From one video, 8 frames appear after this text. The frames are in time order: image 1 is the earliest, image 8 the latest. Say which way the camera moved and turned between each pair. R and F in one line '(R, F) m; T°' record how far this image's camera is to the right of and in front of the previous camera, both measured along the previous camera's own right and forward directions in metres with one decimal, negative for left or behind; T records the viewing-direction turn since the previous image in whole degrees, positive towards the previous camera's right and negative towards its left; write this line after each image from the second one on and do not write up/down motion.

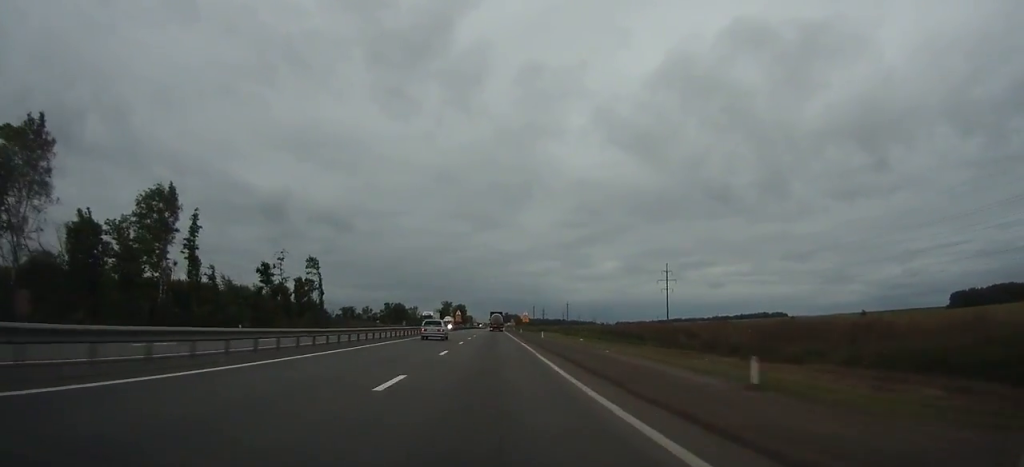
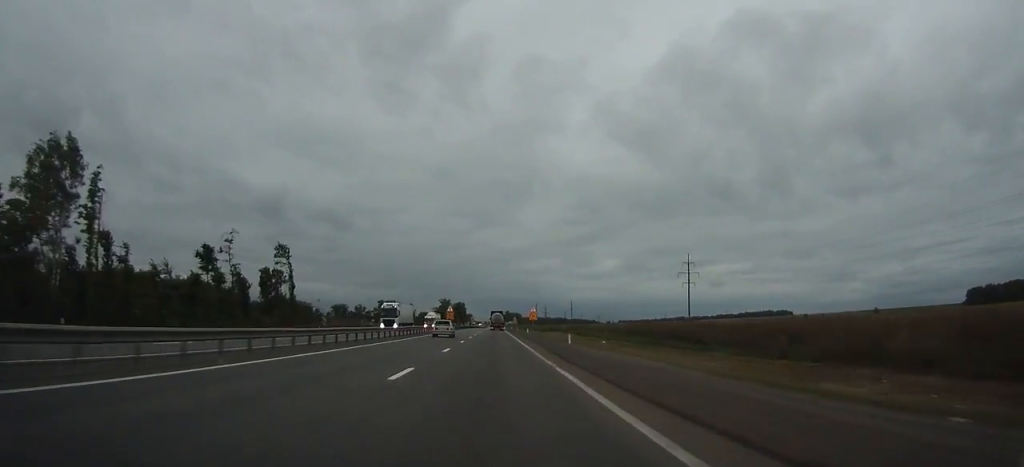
(0.0, +22.0) m; 0°
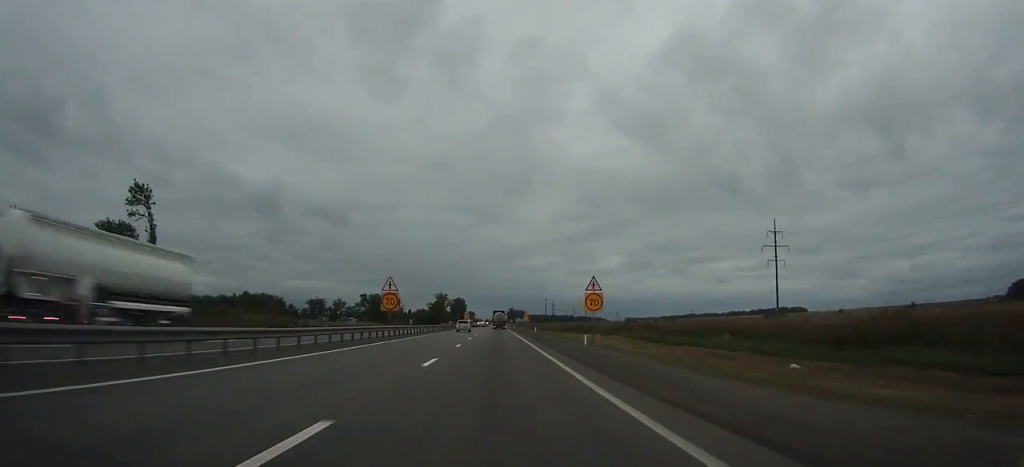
(0.0, +57.0) m; 0°
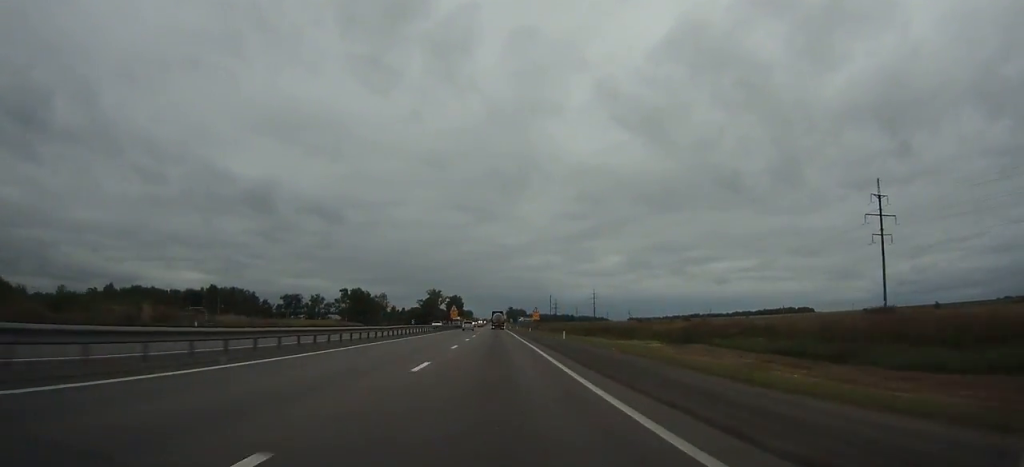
(0.0, +38.4) m; 0°
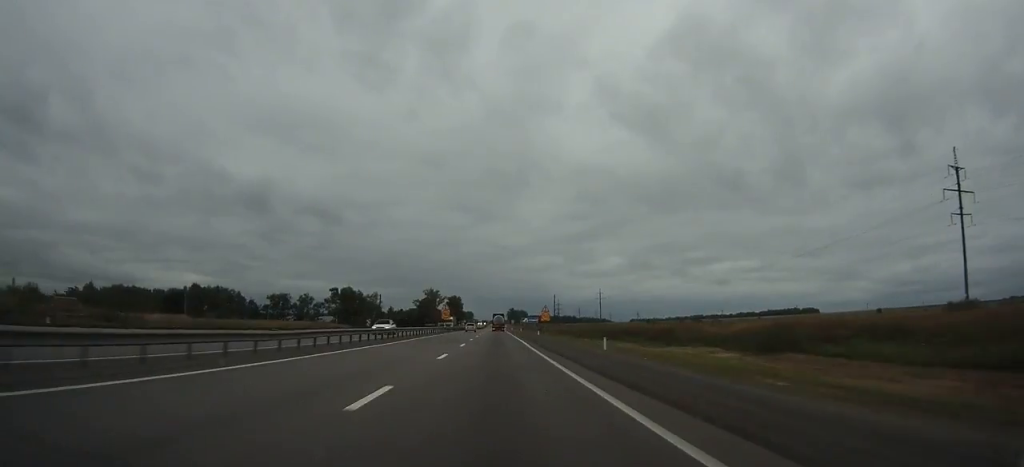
(+0.1, +18.2) m; 0°
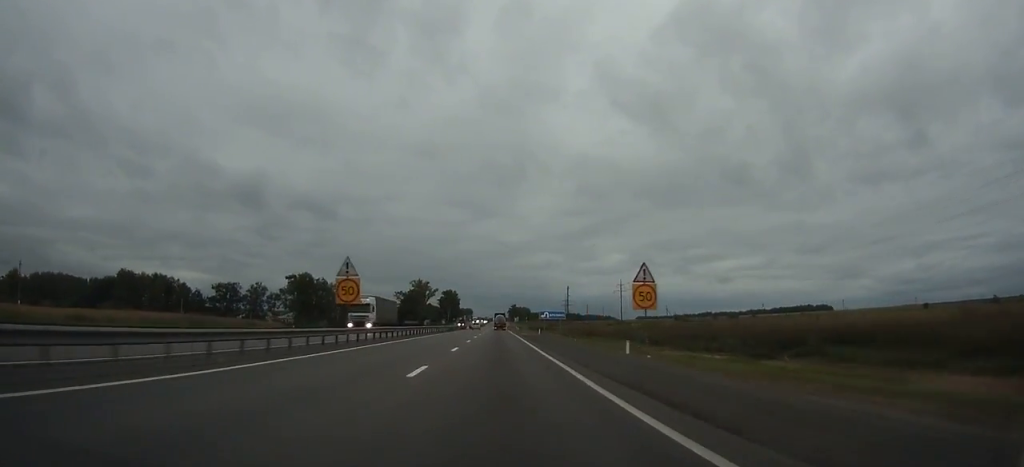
(0.0, +55.3) m; 0°
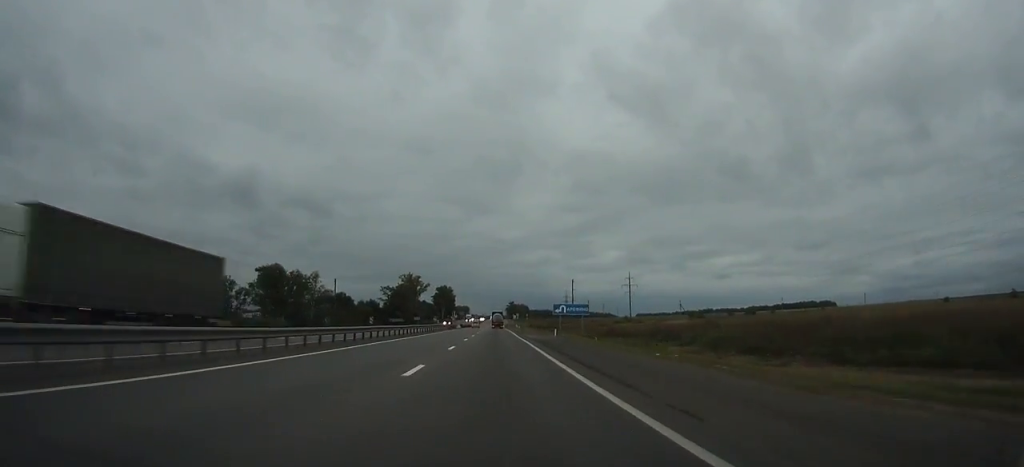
(-0.1, +24.1) m; 0°
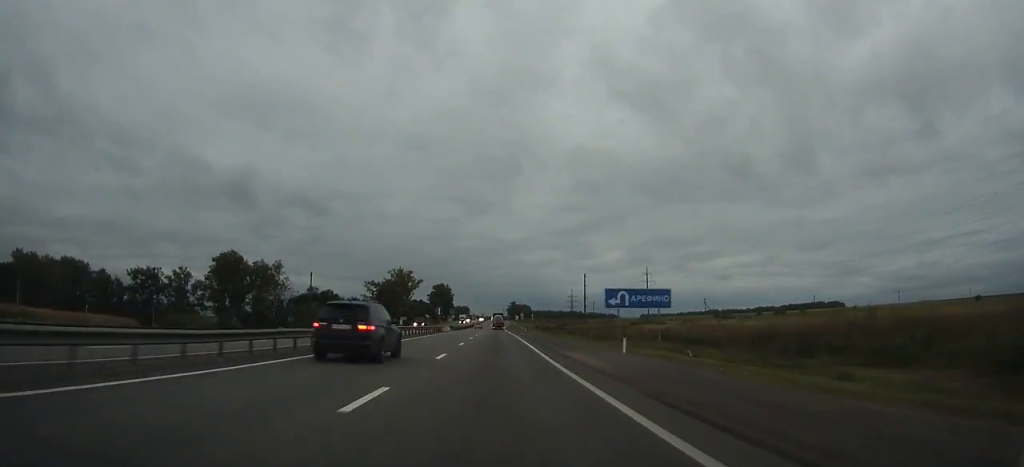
(0.0, +29.1) m; 0°
